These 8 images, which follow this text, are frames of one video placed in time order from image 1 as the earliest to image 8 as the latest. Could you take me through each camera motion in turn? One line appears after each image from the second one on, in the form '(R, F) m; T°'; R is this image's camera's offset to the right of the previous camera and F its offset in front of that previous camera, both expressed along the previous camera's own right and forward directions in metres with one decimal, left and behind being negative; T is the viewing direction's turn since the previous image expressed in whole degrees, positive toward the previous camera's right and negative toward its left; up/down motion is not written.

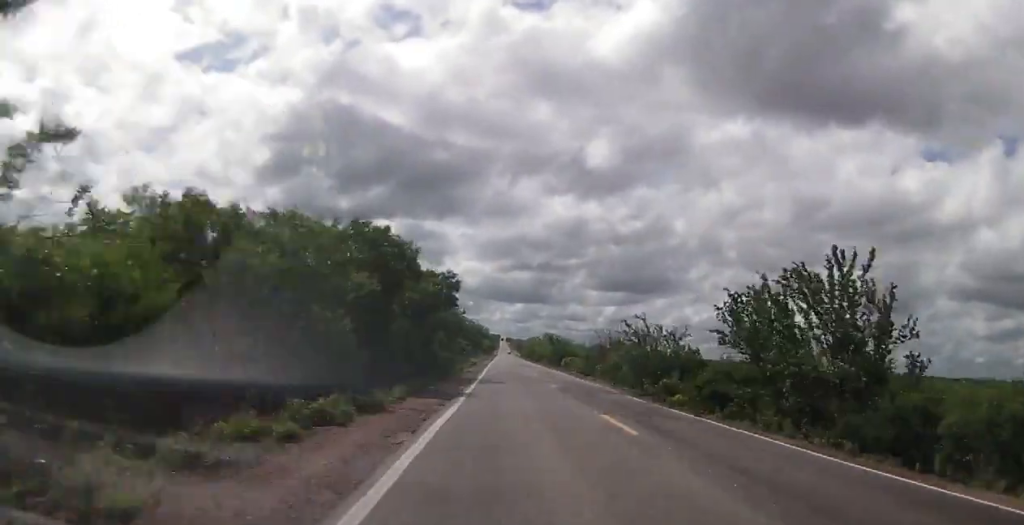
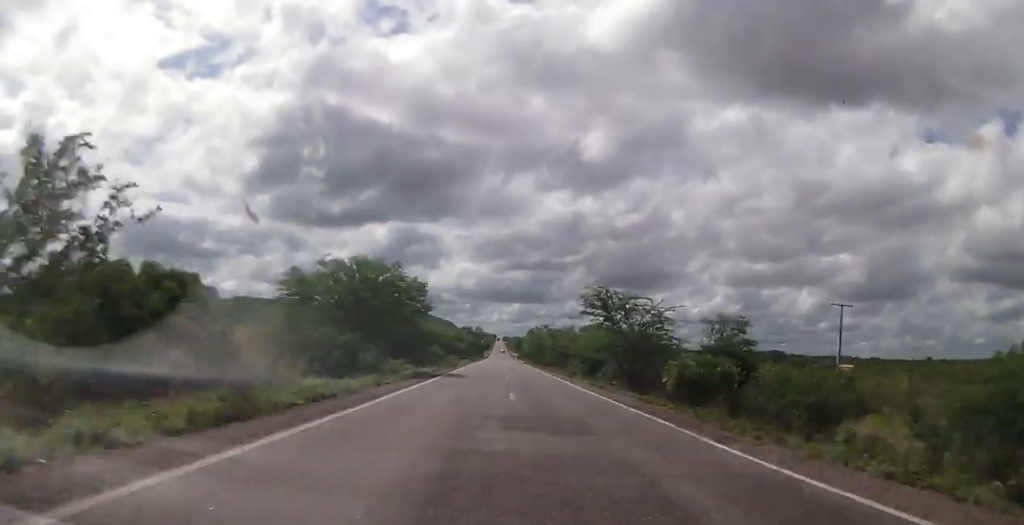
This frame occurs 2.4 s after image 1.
(+1.2, +75.8) m; +1°
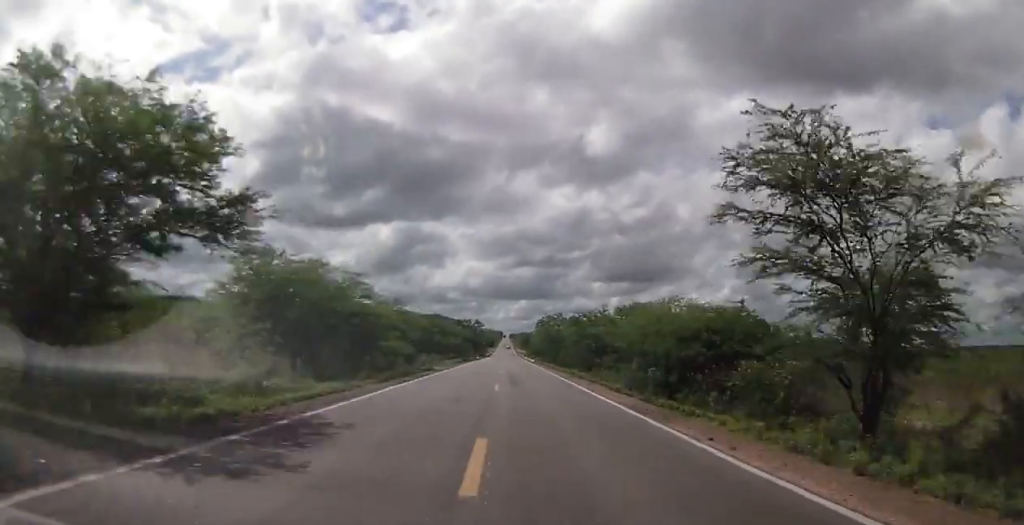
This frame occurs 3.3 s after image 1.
(-0.2, +32.0) m; 0°
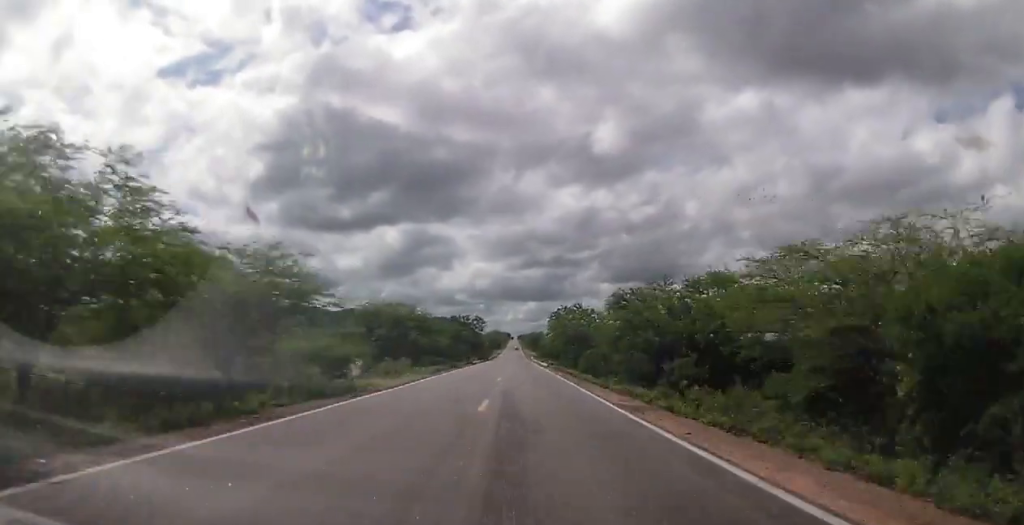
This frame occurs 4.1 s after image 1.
(+0.2, +26.4) m; 0°
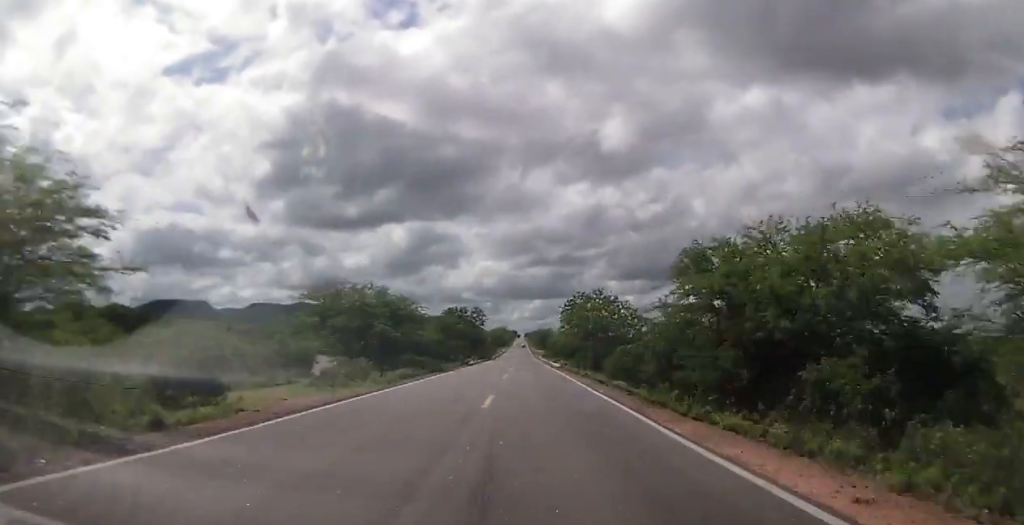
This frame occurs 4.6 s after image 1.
(-0.1, +17.7) m; 0°
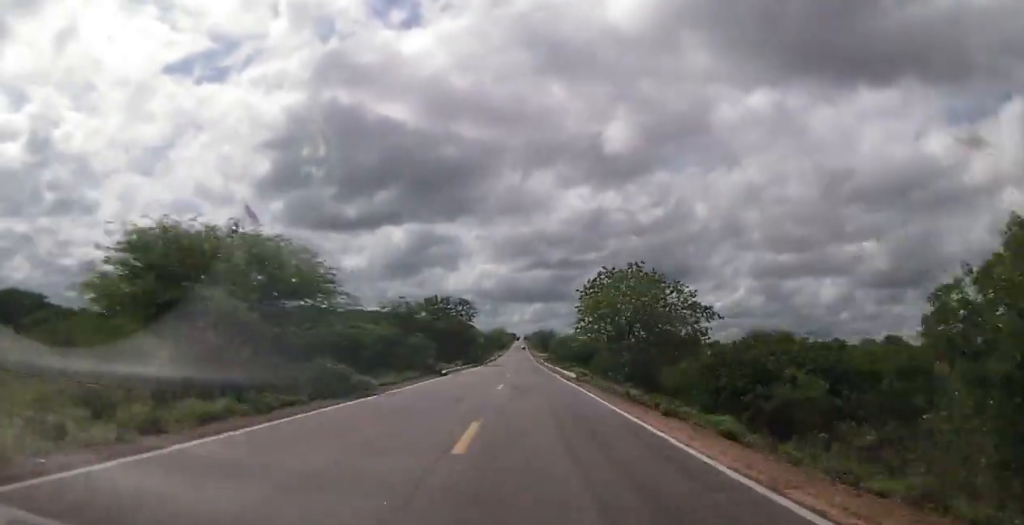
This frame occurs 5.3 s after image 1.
(-0.1, +26.3) m; 0°
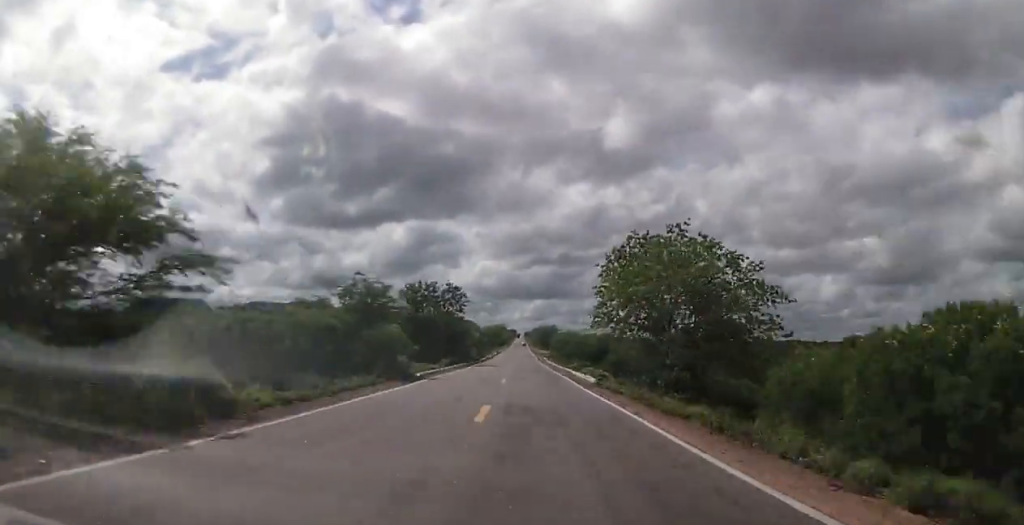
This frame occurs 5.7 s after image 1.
(0.0, +15.0) m; 0°
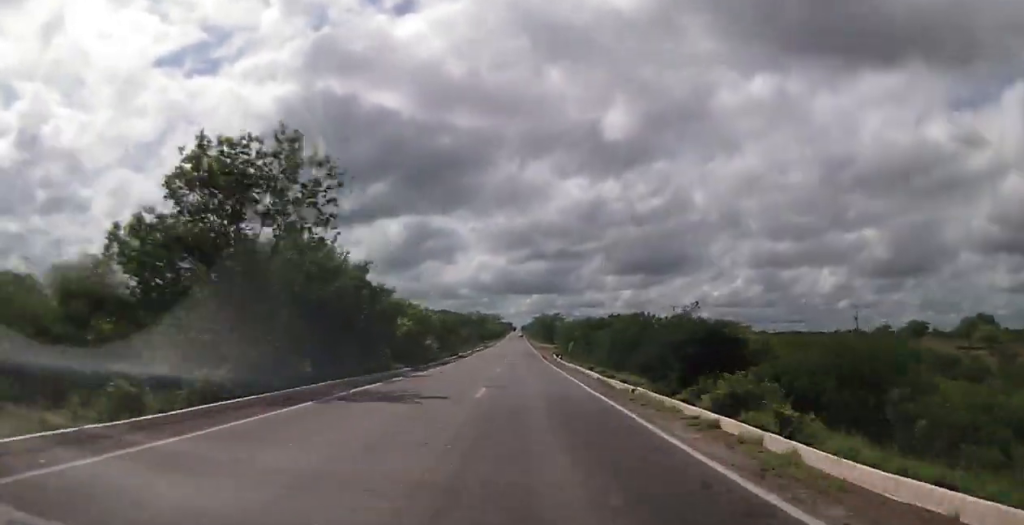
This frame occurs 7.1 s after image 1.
(-0.1, +52.5) m; 0°
